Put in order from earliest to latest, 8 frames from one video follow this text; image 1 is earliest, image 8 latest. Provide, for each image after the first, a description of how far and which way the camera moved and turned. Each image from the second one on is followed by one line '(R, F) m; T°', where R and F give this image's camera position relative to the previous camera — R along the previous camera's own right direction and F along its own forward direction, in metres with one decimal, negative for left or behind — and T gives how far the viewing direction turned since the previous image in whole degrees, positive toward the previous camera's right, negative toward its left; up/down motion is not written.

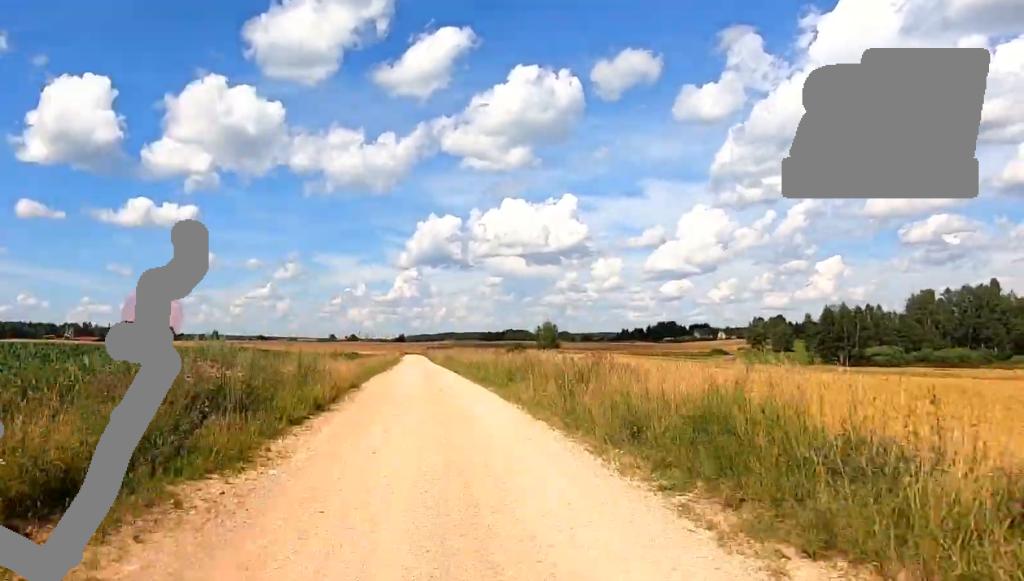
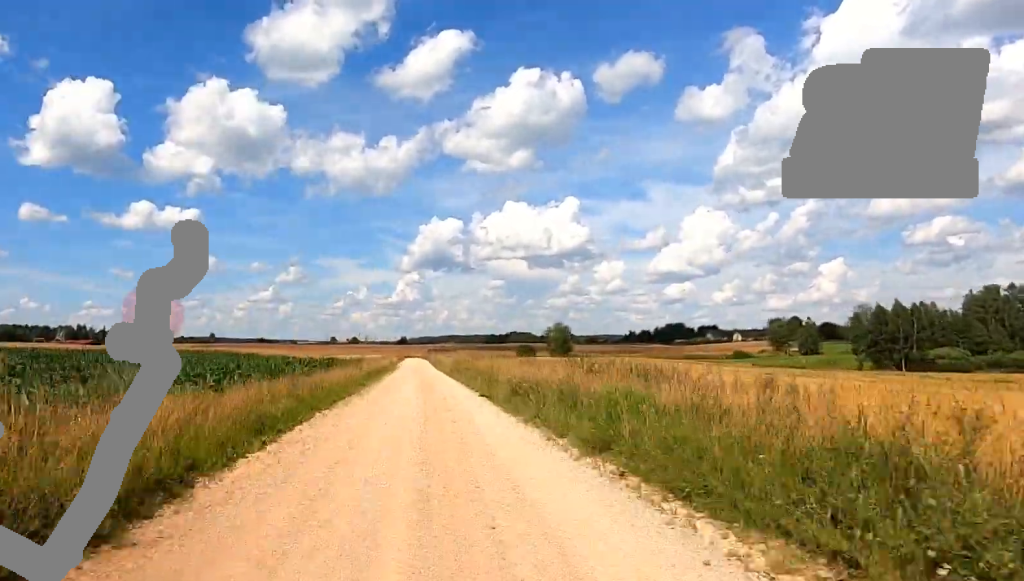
(-0.1, +16.9) m; 0°
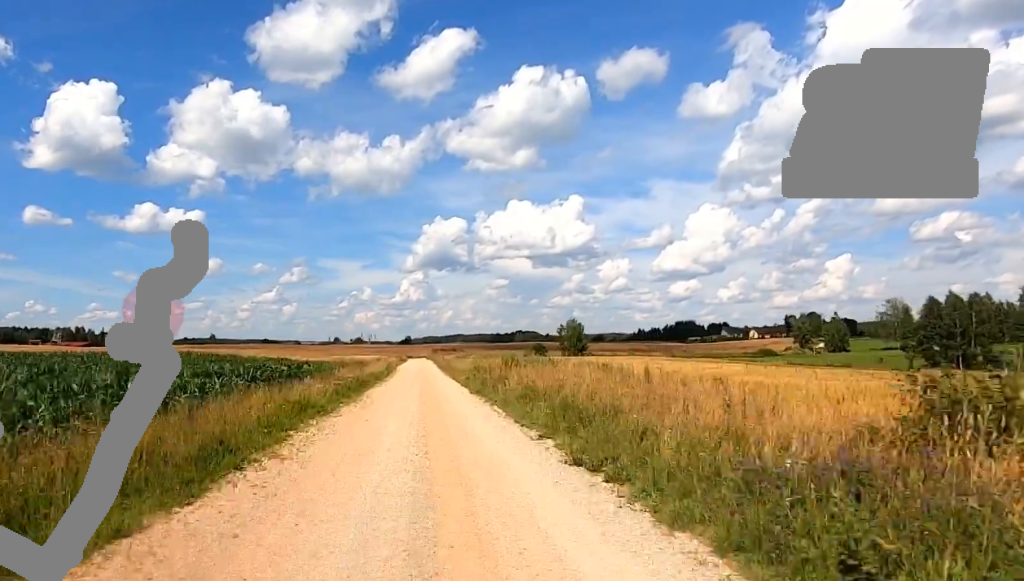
(0.0, +12.4) m; 0°
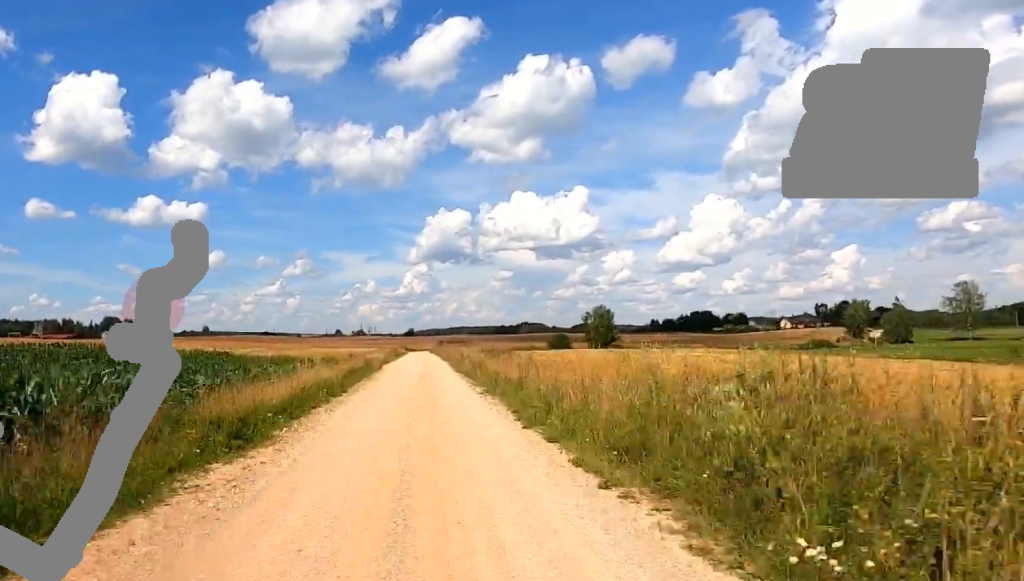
(0.0, +27.4) m; 0°
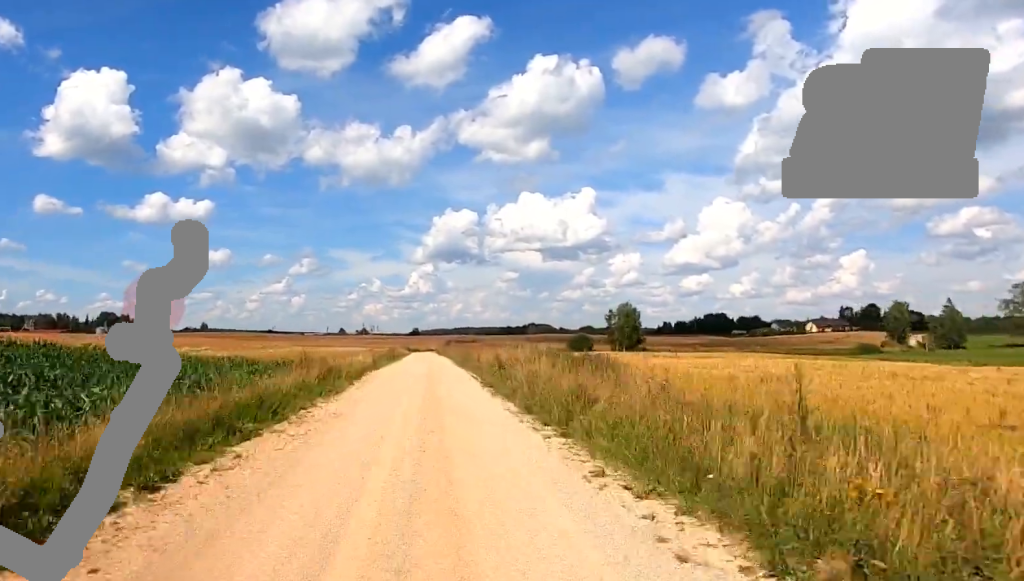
(0.0, +16.1) m; 0°
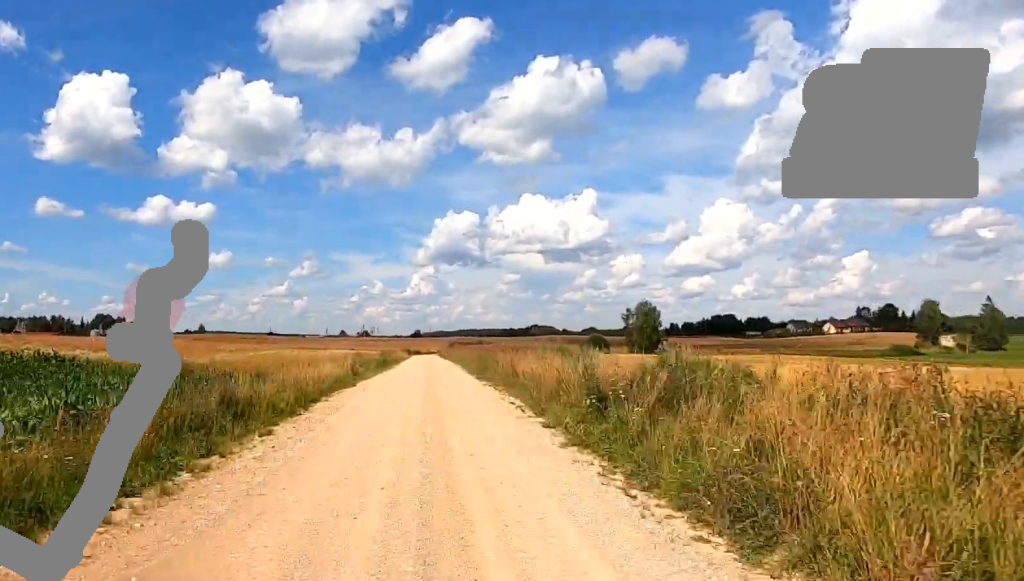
(0.0, +10.9) m; 0°
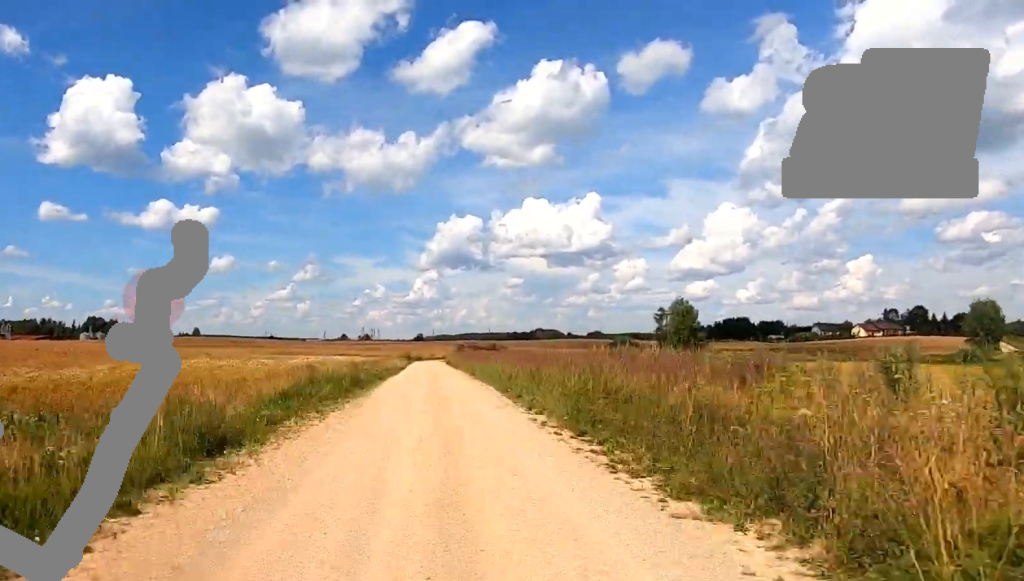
(0.0, +16.2) m; -1°
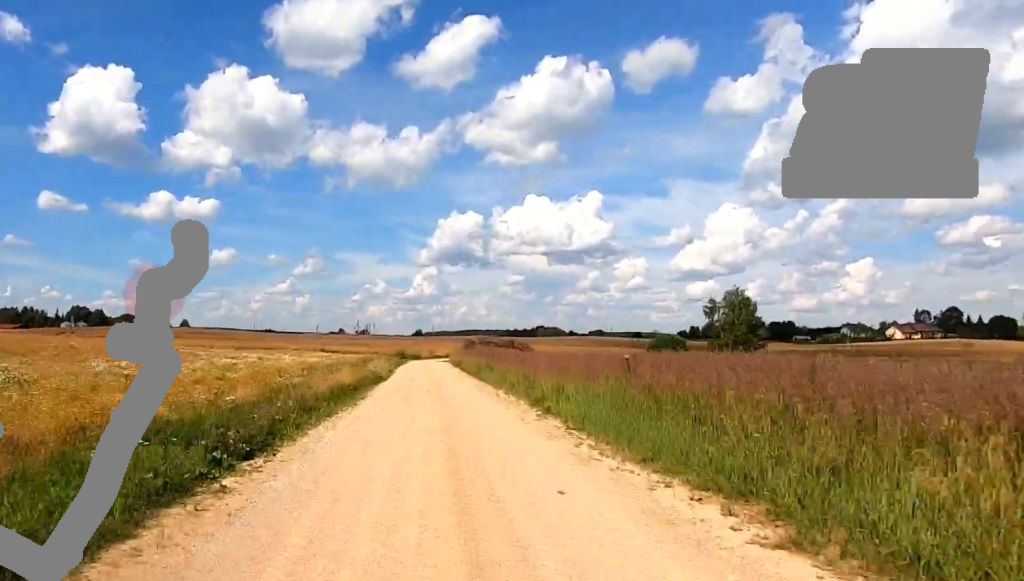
(-0.5, +18.6) m; 0°
